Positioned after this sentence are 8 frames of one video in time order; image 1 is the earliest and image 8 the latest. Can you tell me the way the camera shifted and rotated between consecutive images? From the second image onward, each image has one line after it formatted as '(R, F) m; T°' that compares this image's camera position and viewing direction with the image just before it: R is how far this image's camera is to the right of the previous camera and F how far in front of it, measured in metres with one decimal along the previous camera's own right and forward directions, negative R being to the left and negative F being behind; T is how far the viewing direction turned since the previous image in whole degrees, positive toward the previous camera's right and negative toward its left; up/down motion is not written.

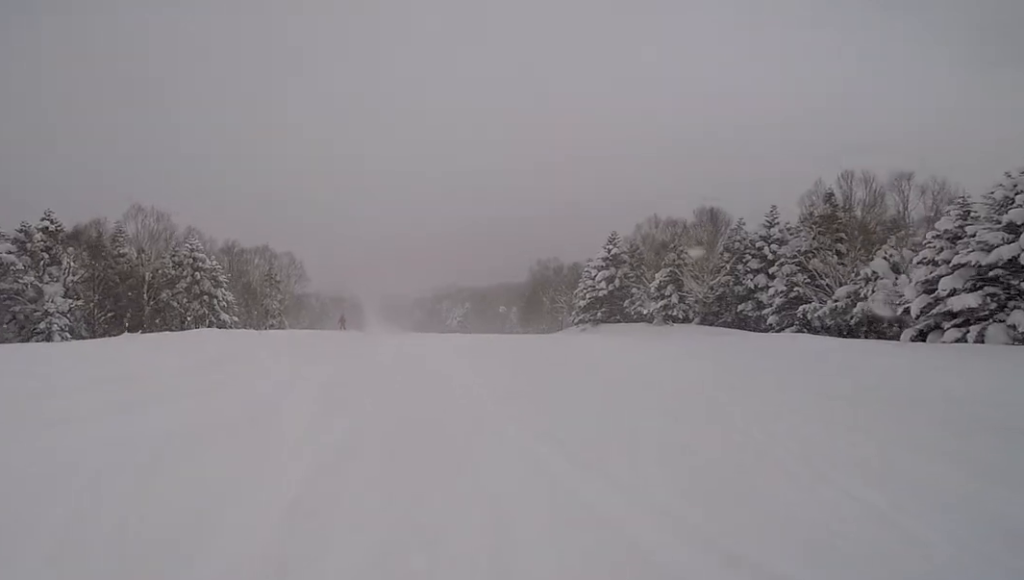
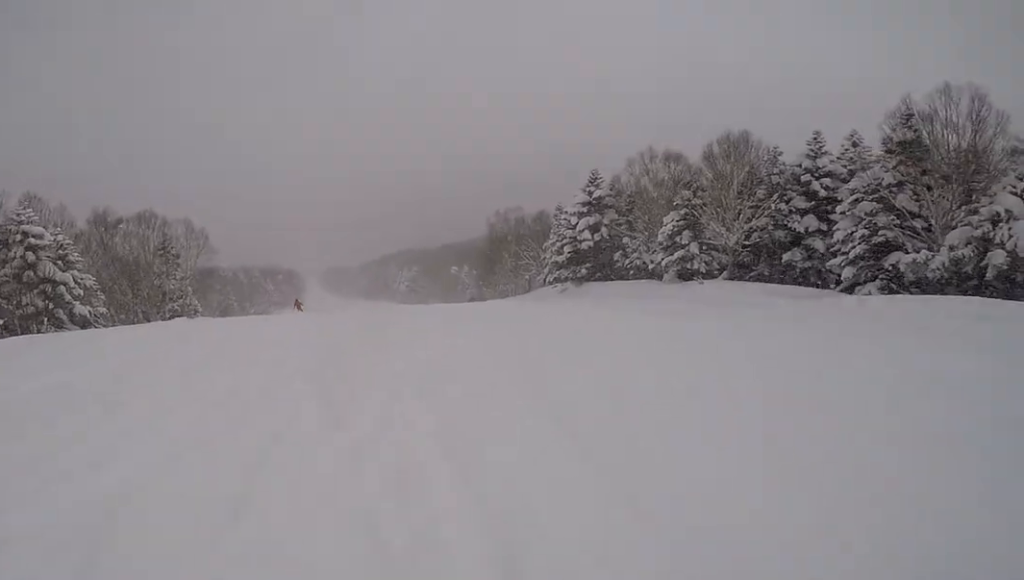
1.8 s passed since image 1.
(-0.1, +11.8) m; +1°
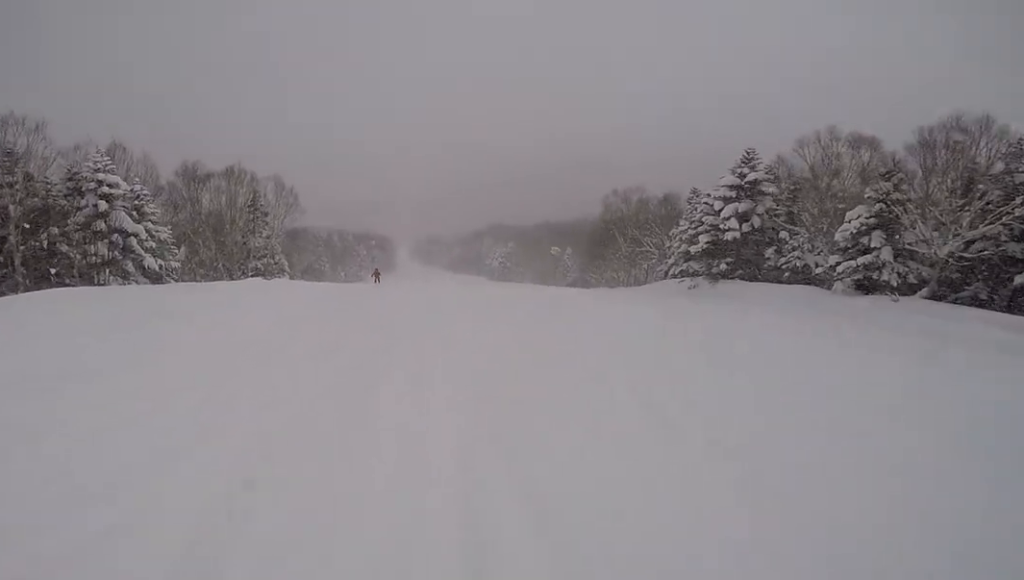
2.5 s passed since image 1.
(+0.7, +4.8) m; 0°
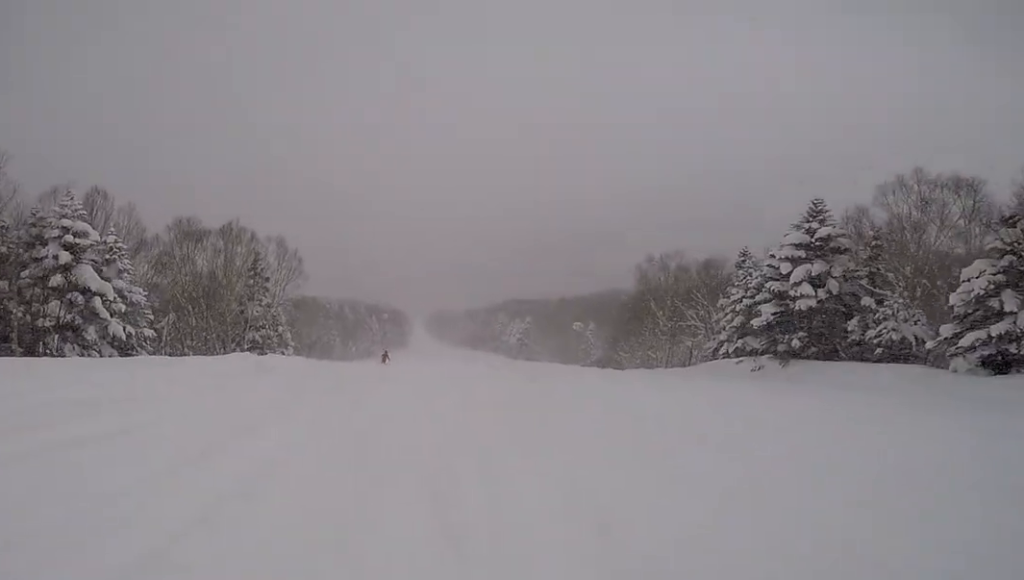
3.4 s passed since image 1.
(-0.6, +5.5) m; -7°
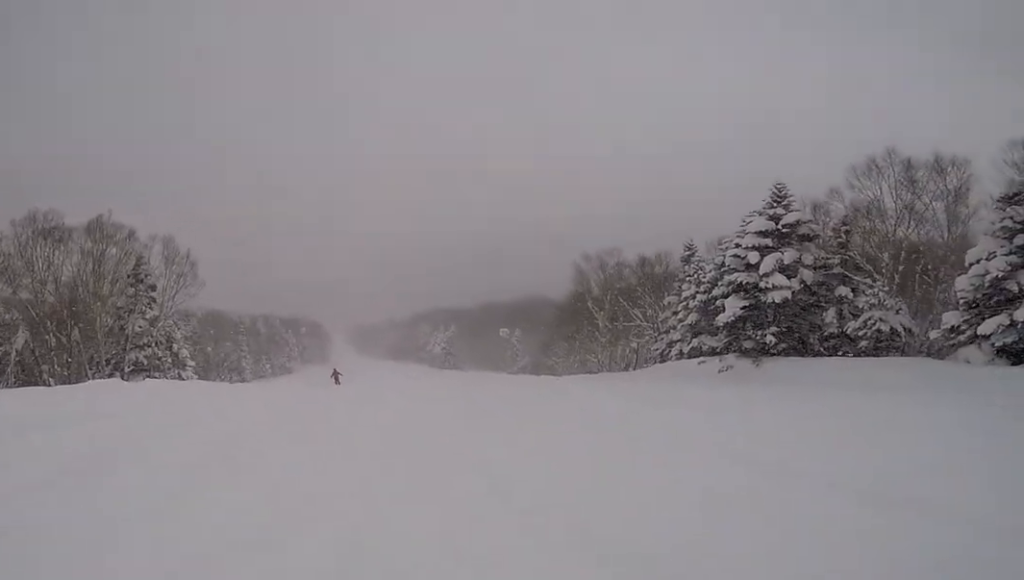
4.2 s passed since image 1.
(-0.3, +5.8) m; +3°
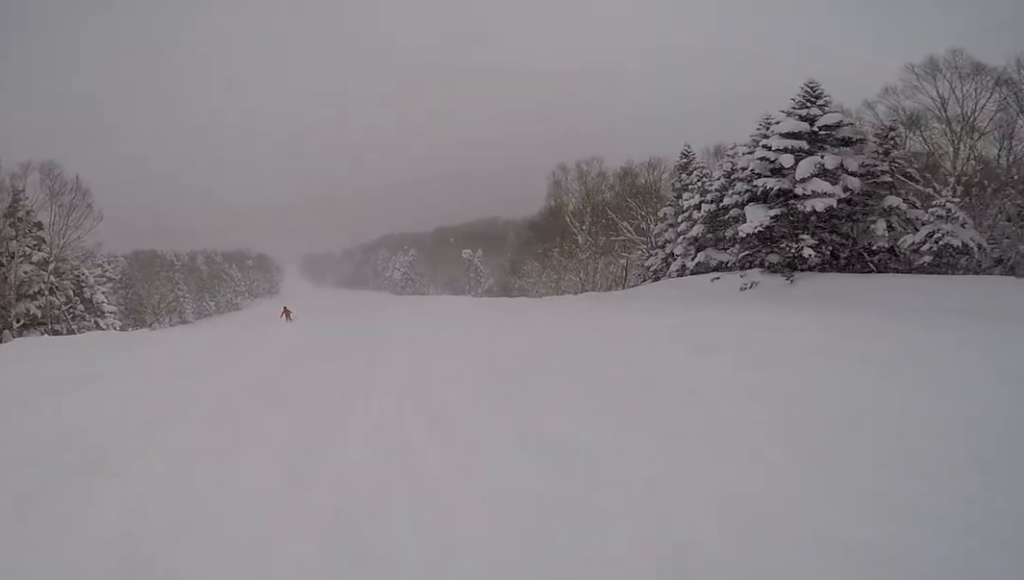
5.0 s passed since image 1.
(+0.4, +5.6) m; +1°
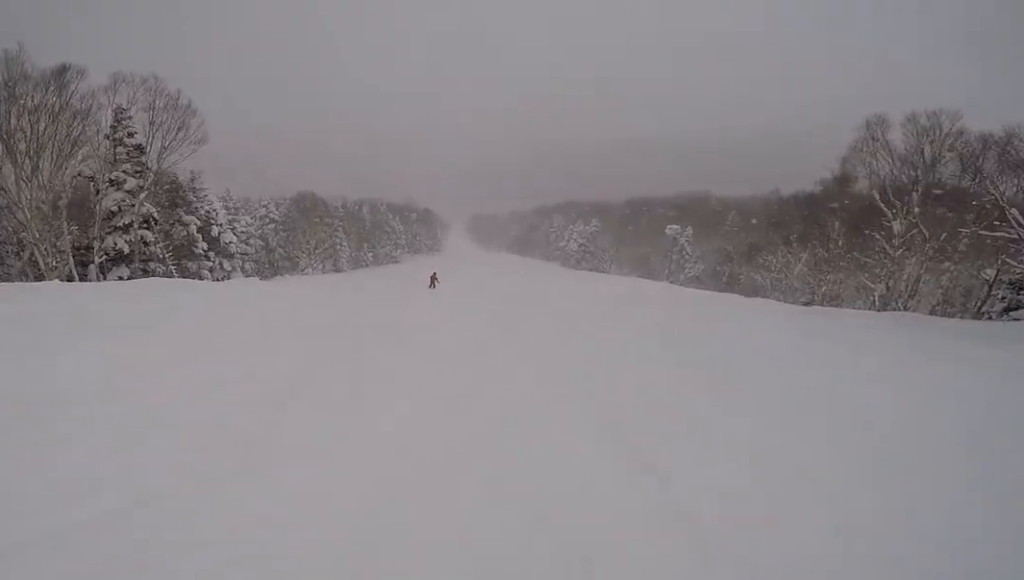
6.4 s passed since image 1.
(-0.9, +9.7) m; -10°
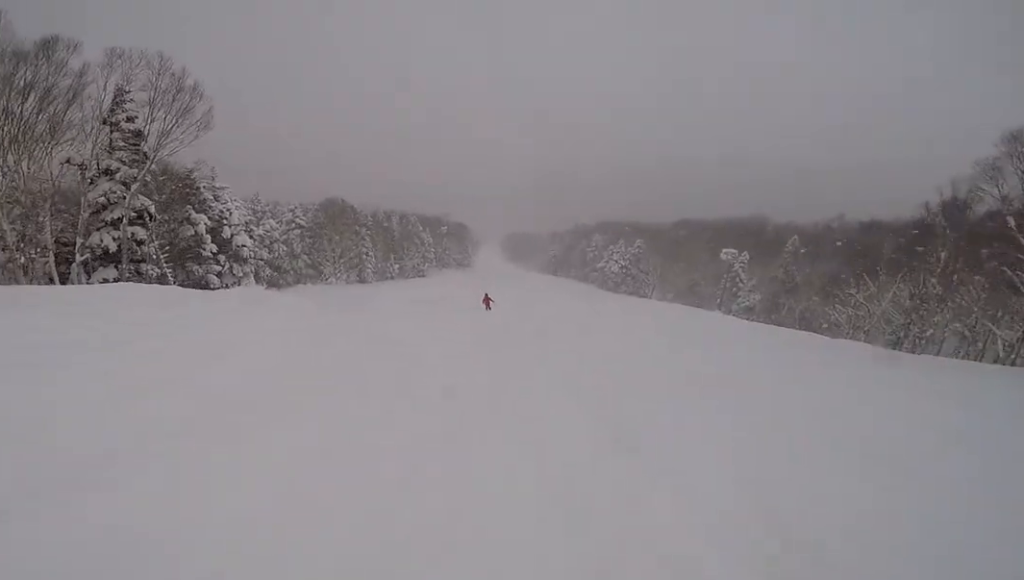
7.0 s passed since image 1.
(0.0, +4.3) m; +1°
